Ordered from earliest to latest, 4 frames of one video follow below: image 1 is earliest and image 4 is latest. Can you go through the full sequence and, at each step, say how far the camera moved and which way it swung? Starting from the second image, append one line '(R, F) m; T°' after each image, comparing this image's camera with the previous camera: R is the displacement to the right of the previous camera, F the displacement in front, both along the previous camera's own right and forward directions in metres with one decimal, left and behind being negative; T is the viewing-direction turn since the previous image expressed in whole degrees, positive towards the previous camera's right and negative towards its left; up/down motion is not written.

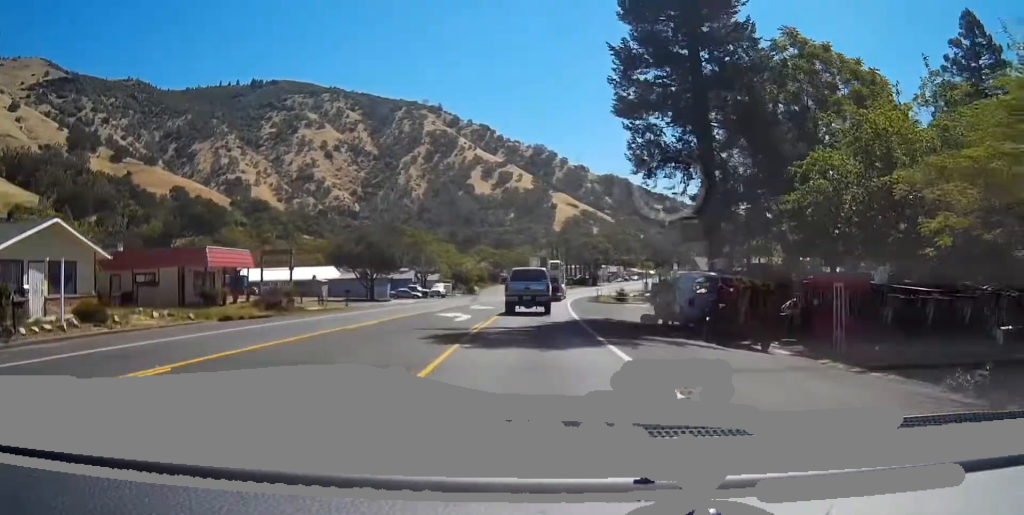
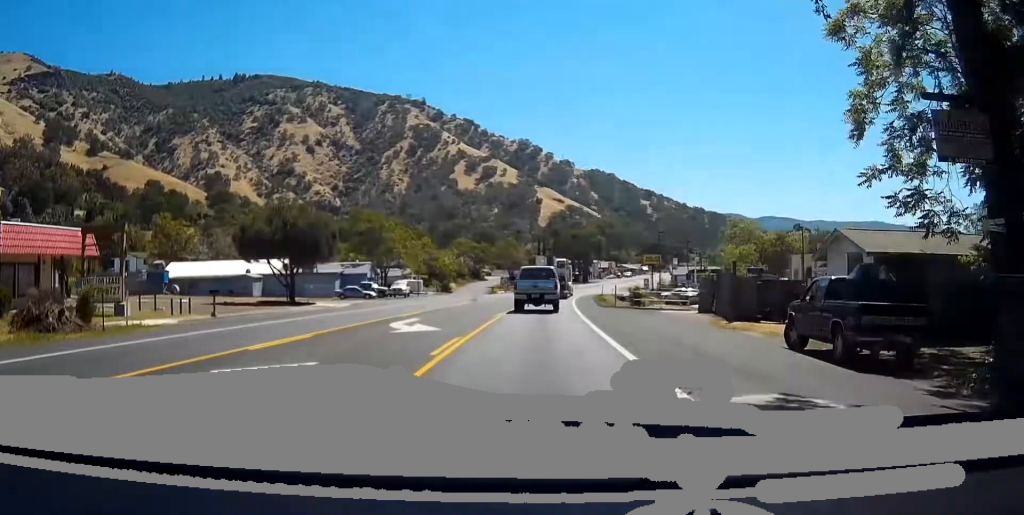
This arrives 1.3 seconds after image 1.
(0.0, +22.4) m; 0°
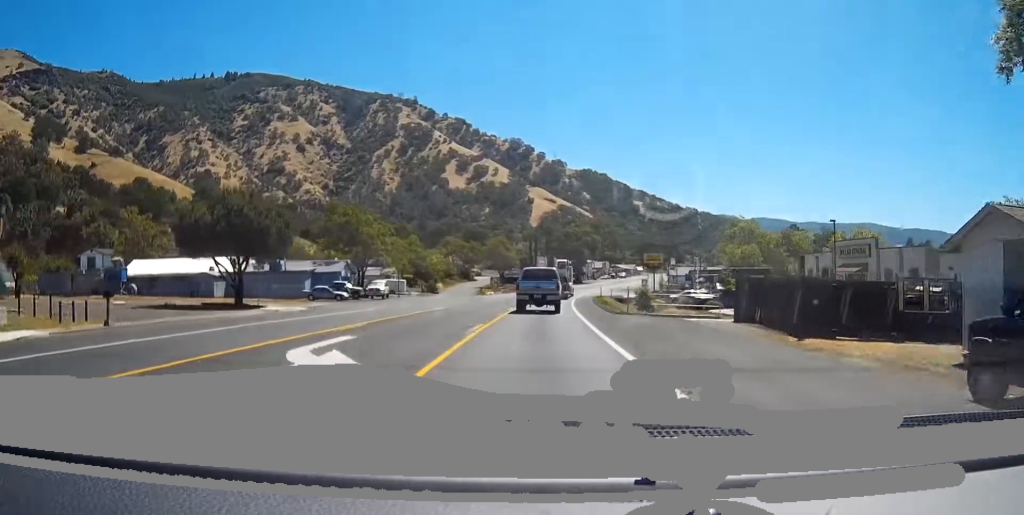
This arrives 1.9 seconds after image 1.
(0.0, +8.9) m; 0°
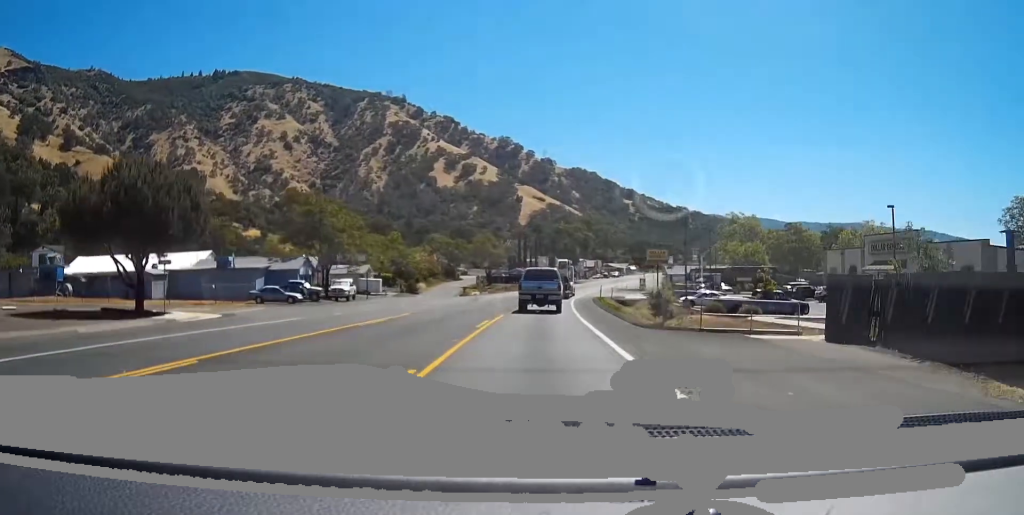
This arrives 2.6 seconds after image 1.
(+0.1, +11.6) m; +1°
